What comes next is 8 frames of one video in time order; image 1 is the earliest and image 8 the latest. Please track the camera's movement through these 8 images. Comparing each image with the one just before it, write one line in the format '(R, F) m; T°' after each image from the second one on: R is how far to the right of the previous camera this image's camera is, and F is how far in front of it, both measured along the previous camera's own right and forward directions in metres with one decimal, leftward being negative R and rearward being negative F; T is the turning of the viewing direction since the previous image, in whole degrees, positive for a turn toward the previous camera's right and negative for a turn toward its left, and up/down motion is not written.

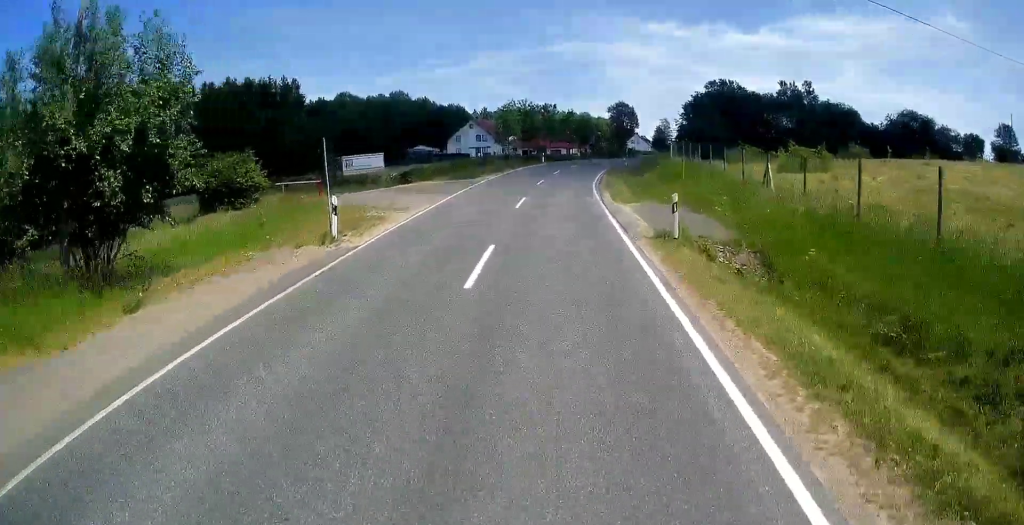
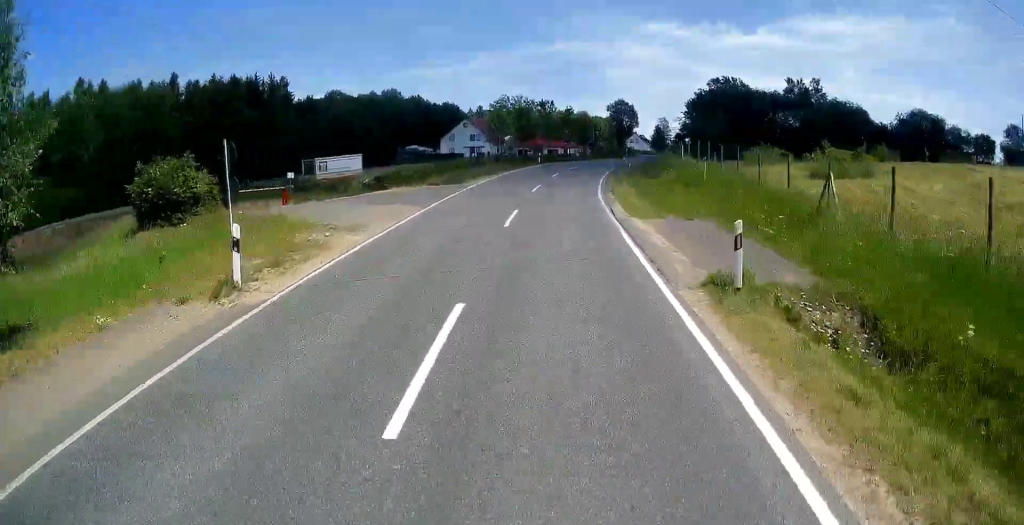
(-0.1, +5.4) m; +1°
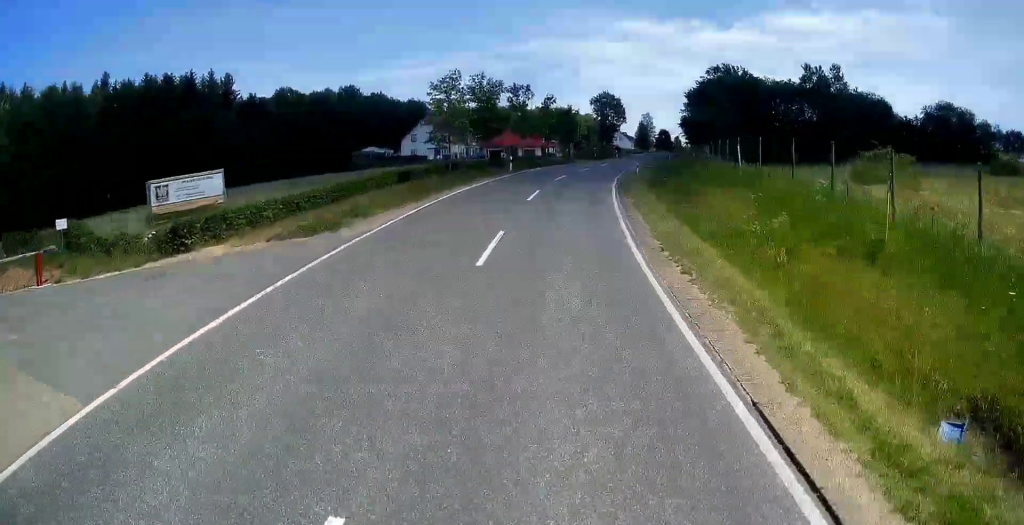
(+0.5, +18.3) m; +3°
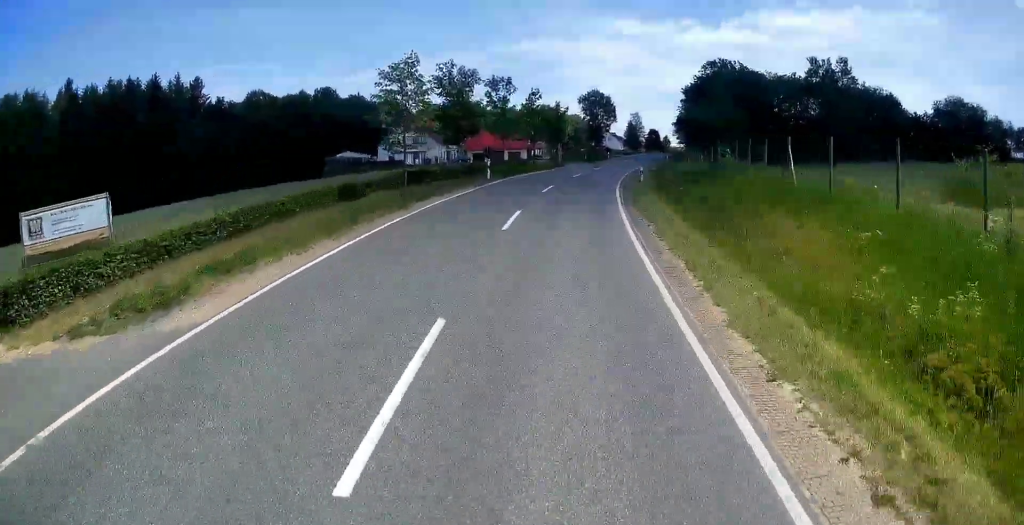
(0.0, +7.9) m; 0°
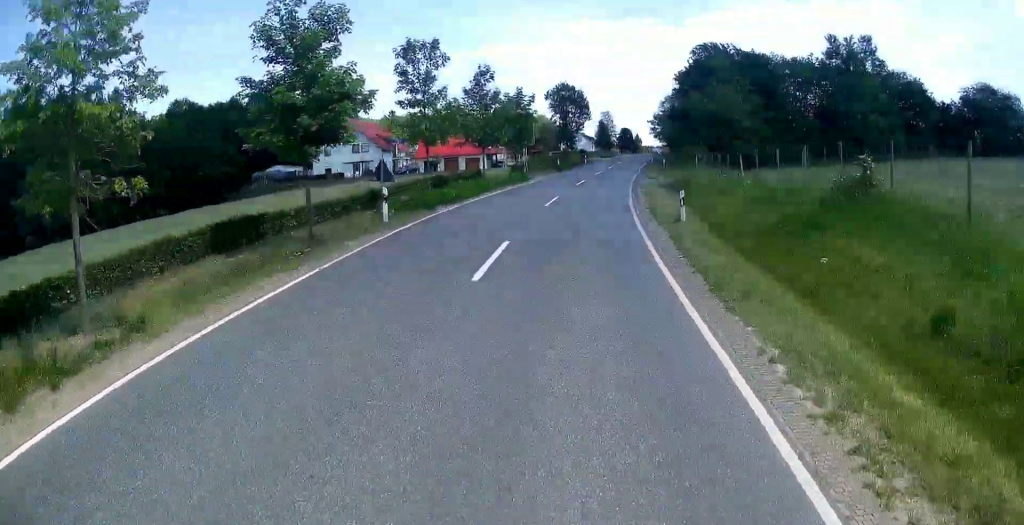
(+0.2, +18.3) m; +6°
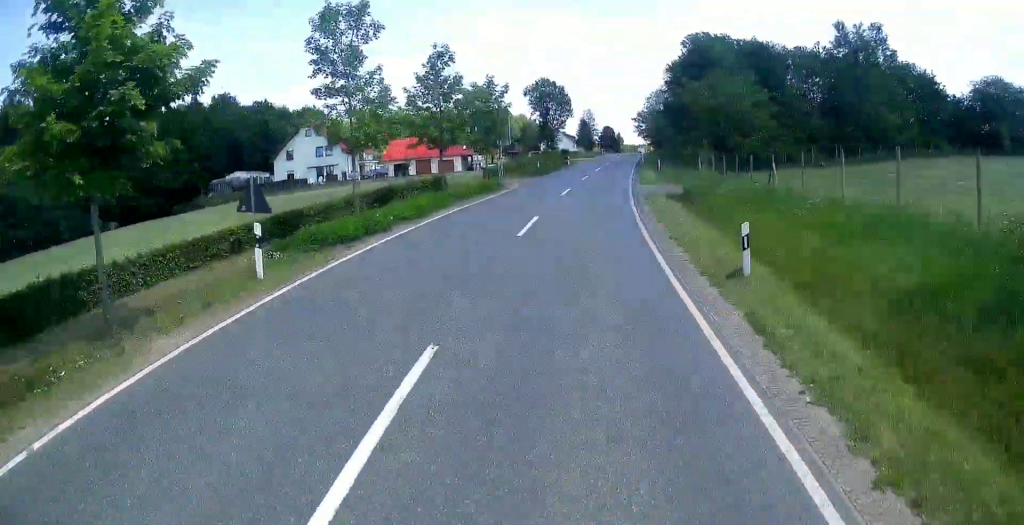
(+0.7, +7.9) m; +3°
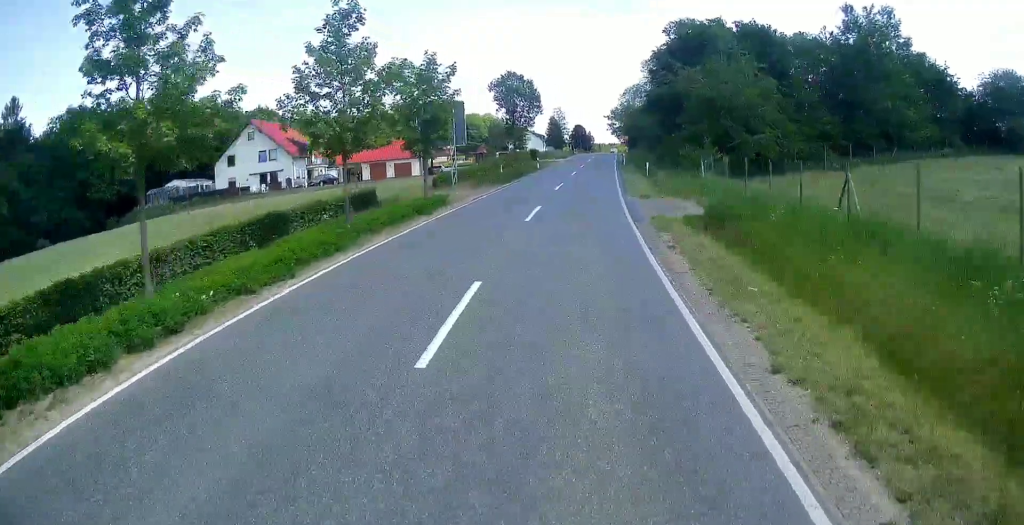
(+0.2, +9.5) m; +1°
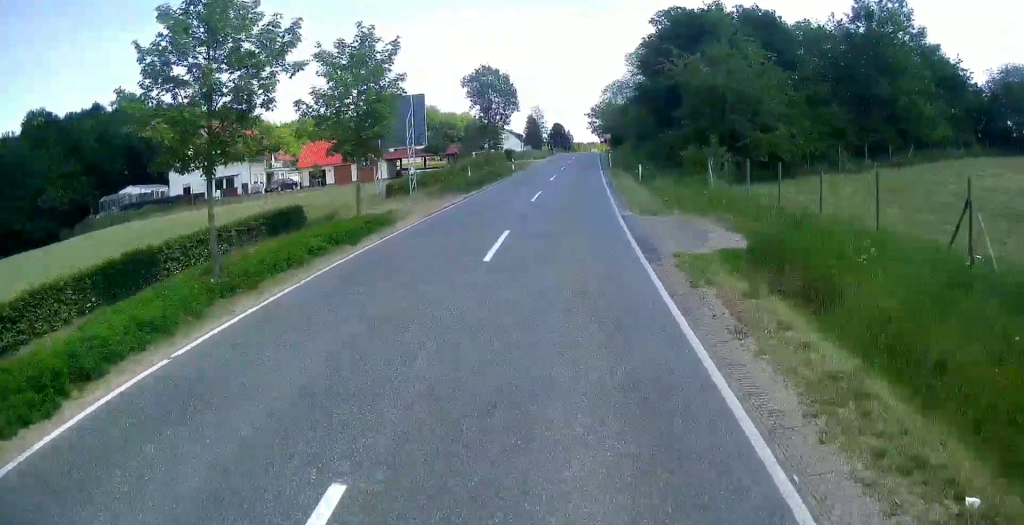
(-0.1, +6.6) m; 0°
